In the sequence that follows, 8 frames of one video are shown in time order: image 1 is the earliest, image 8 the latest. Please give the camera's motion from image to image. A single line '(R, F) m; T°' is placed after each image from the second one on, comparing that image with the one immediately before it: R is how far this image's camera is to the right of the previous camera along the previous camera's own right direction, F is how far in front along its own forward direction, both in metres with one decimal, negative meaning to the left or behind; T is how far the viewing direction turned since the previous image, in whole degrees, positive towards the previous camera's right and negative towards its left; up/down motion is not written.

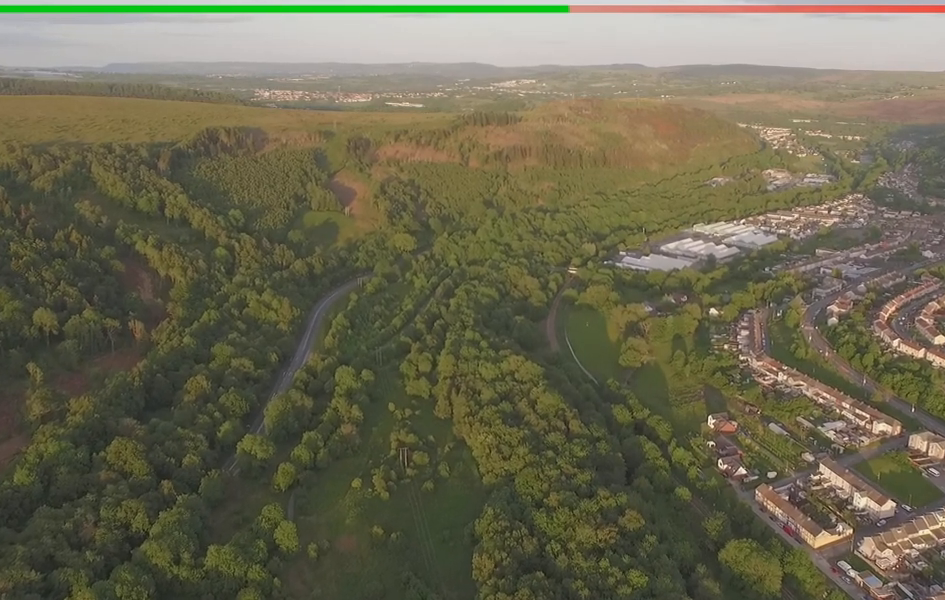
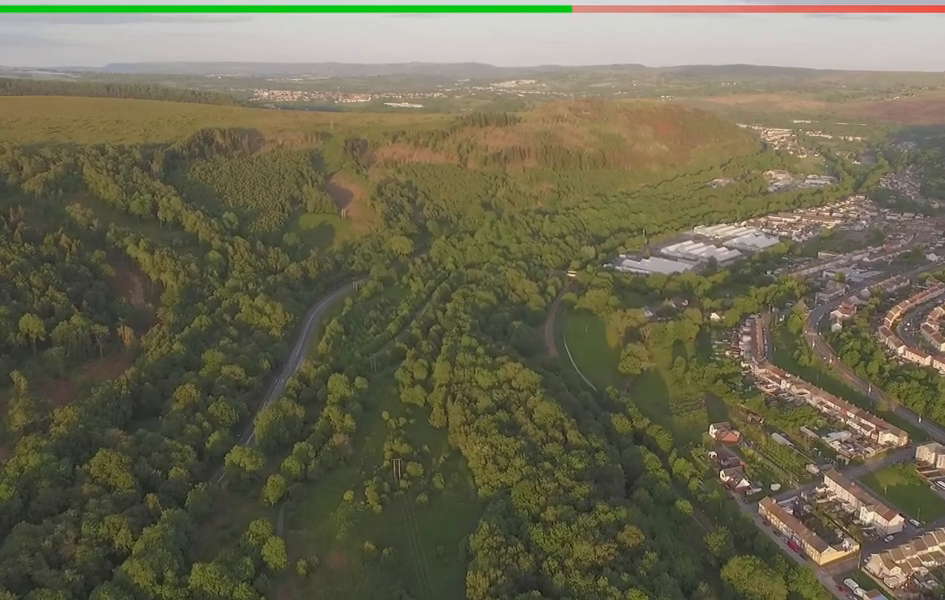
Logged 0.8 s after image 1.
(-0.1, +10.8) m; 0°
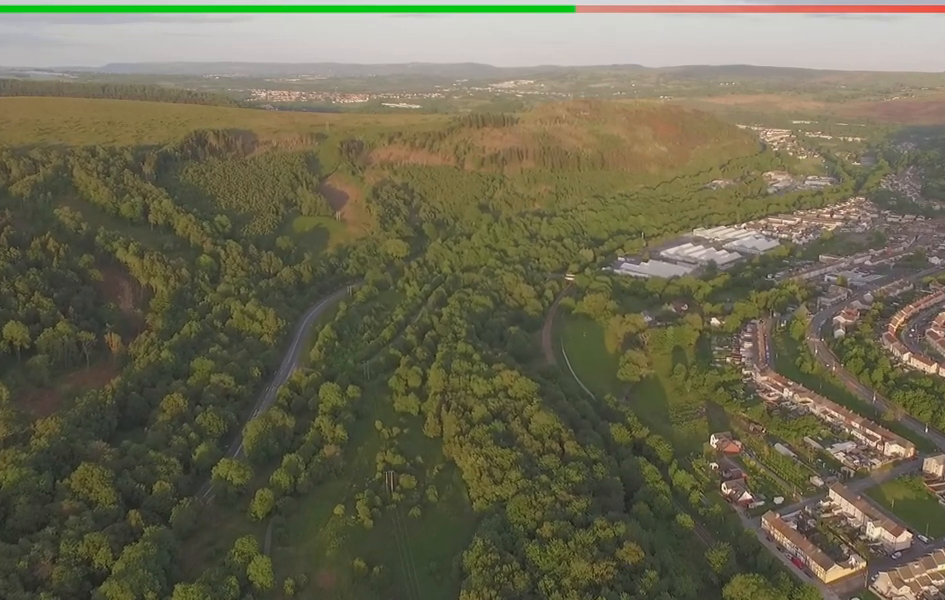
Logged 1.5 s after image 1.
(0.0, +11.3) m; 0°
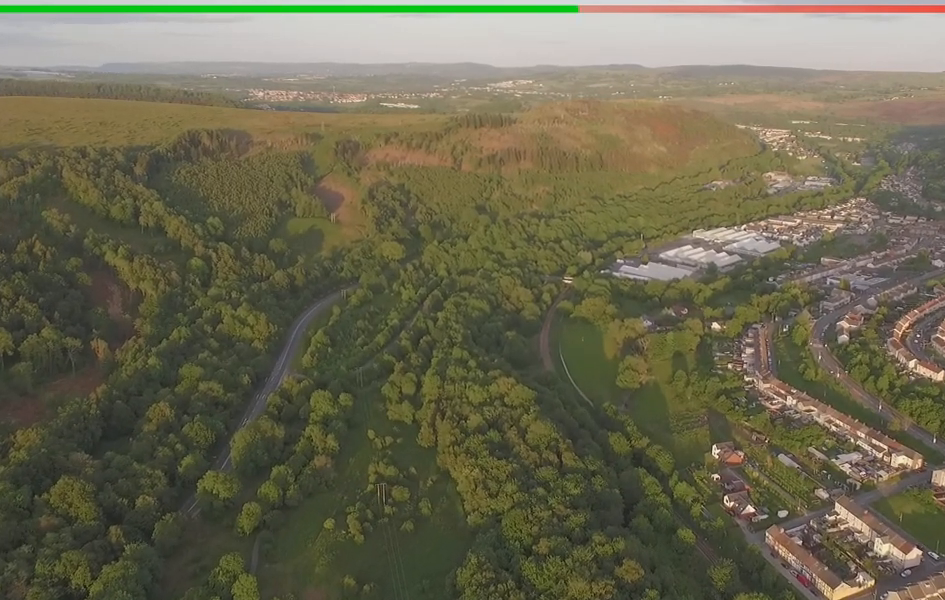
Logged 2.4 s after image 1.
(0.0, +13.2) m; 0°
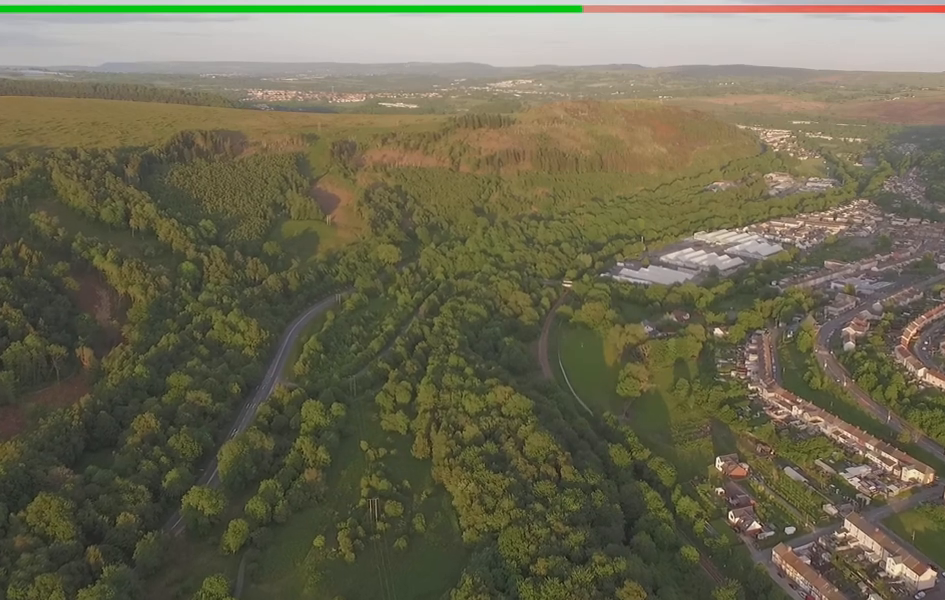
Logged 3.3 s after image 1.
(-0.1, +13.5) m; 0°
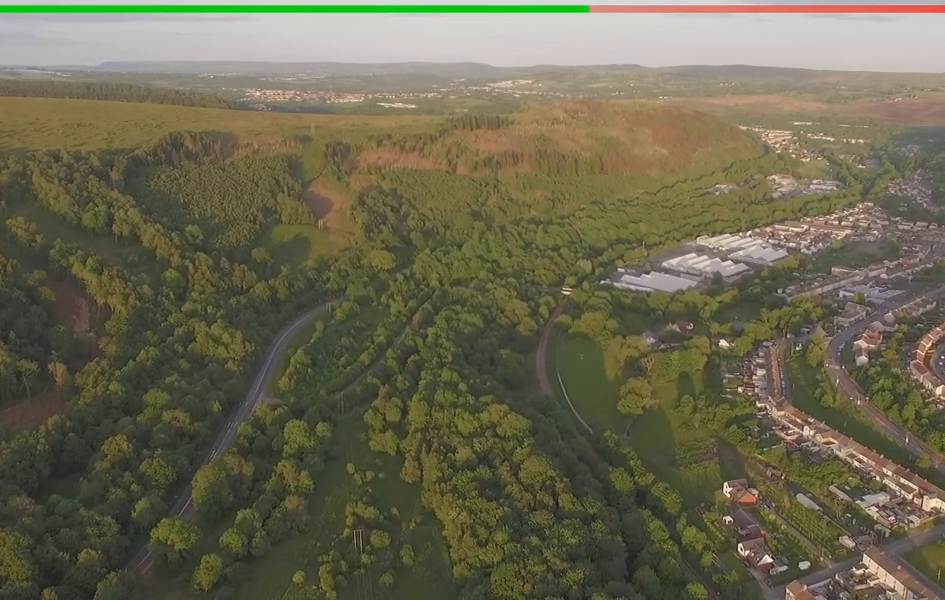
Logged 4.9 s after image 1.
(+0.2, +25.3) m; +1°
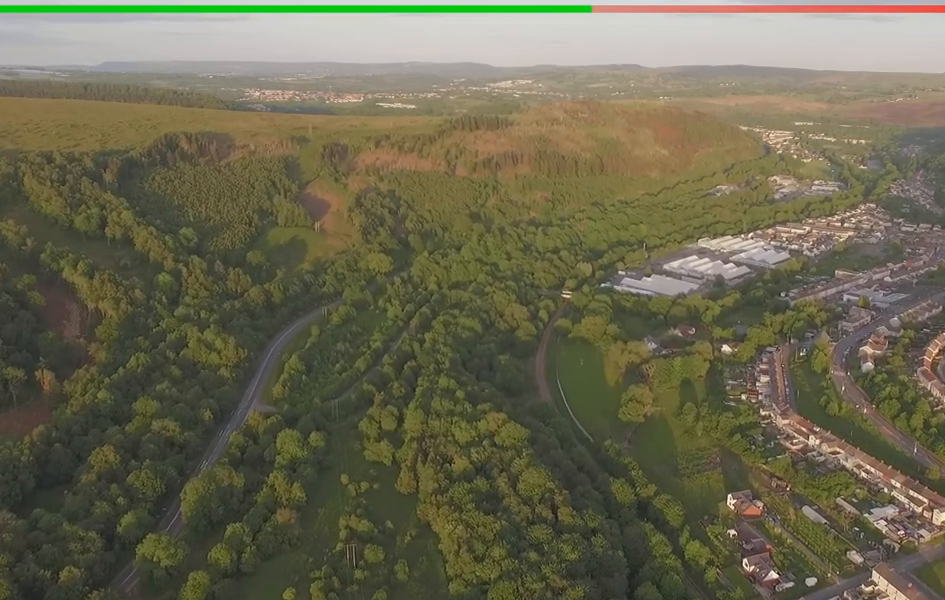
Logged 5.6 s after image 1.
(0.0, +10.7) m; 0°
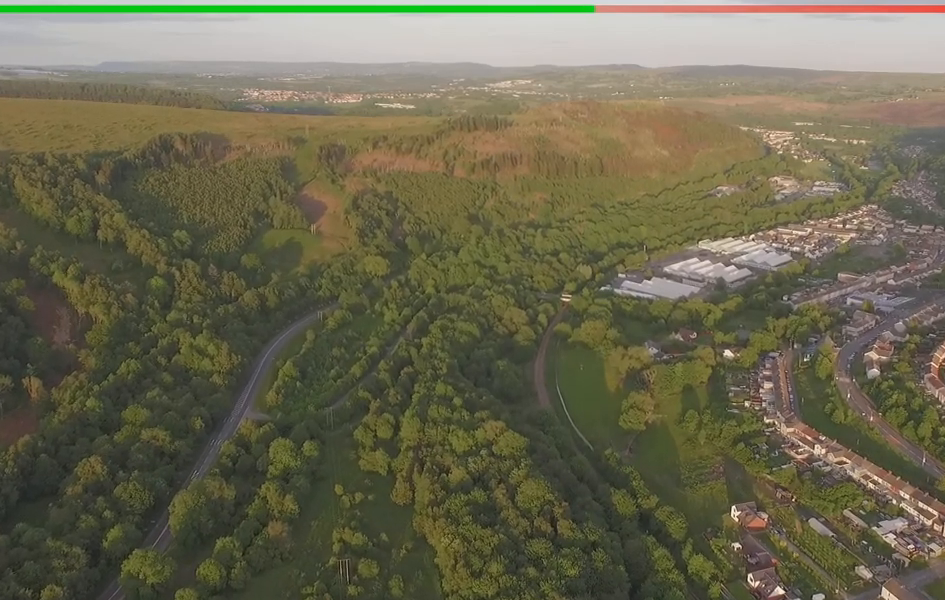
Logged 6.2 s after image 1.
(0.0, +10.7) m; 0°
